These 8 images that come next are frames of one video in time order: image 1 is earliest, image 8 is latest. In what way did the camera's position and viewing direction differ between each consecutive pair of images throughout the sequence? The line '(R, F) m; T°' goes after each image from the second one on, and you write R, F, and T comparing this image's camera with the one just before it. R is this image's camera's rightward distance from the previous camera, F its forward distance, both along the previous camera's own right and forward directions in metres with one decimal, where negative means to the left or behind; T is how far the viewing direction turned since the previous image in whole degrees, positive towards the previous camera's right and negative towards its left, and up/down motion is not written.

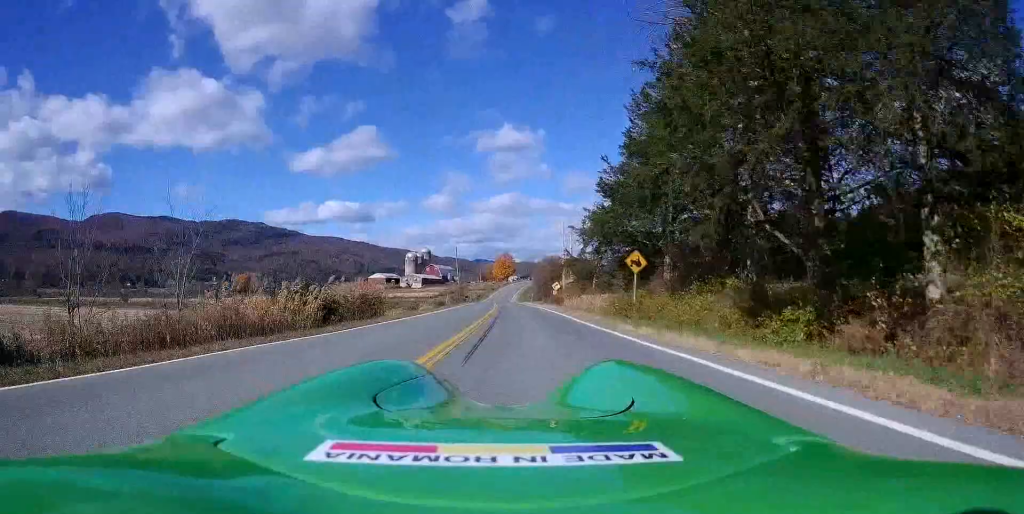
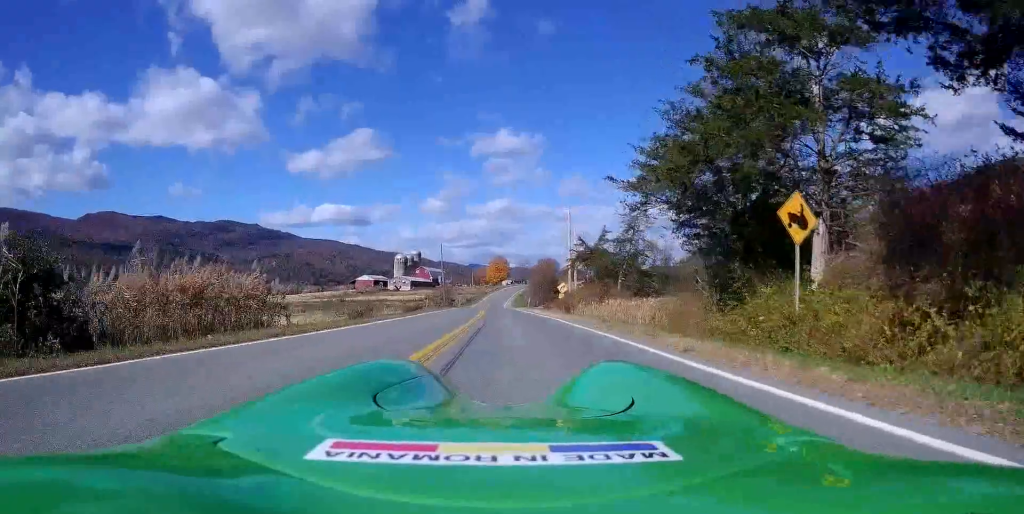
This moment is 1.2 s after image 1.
(-0.1, +16.1) m; -1°
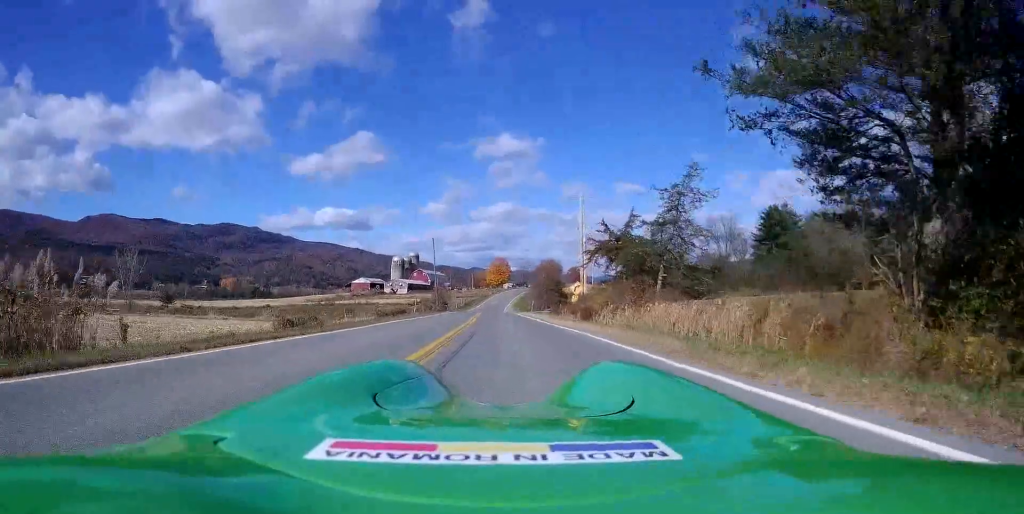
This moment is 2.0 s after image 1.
(0.0, +10.5) m; 0°
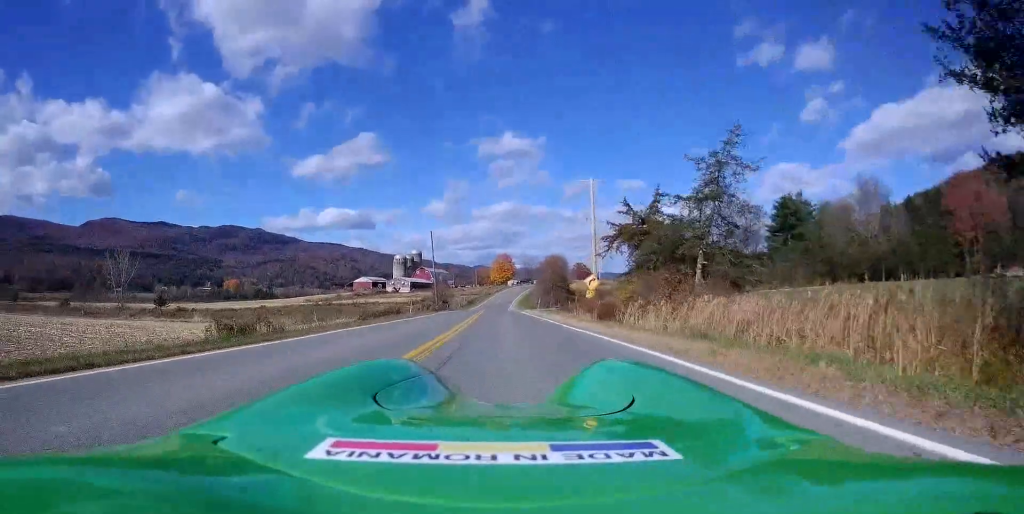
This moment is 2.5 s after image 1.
(+0.1, +6.1) m; 0°
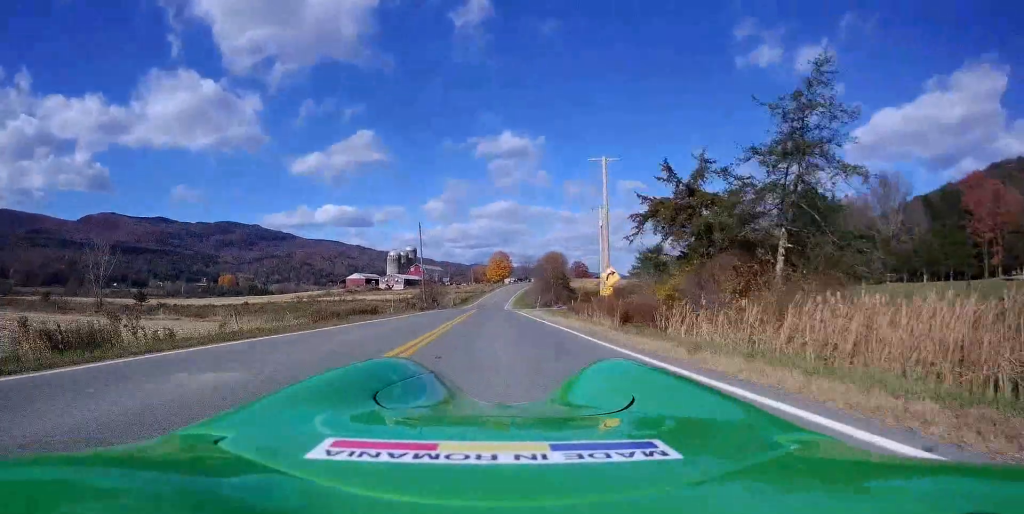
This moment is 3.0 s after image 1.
(-0.1, +7.7) m; 0°
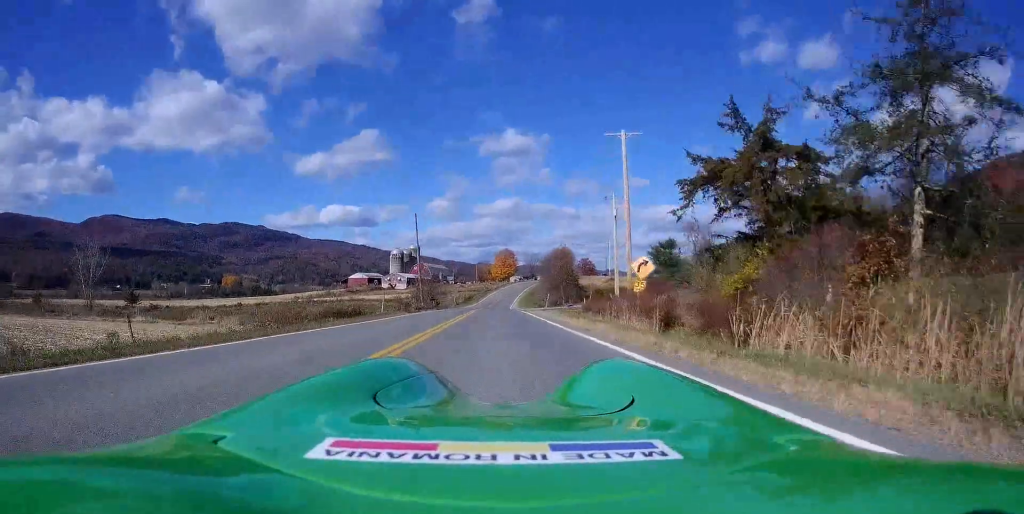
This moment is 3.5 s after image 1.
(-0.2, +6.0) m; 0°
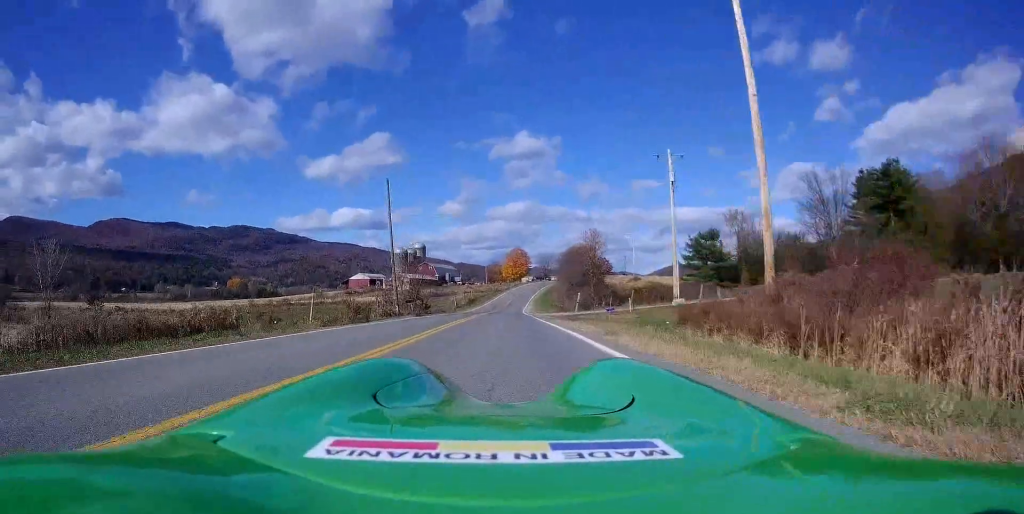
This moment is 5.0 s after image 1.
(+0.2, +19.1) m; -1°
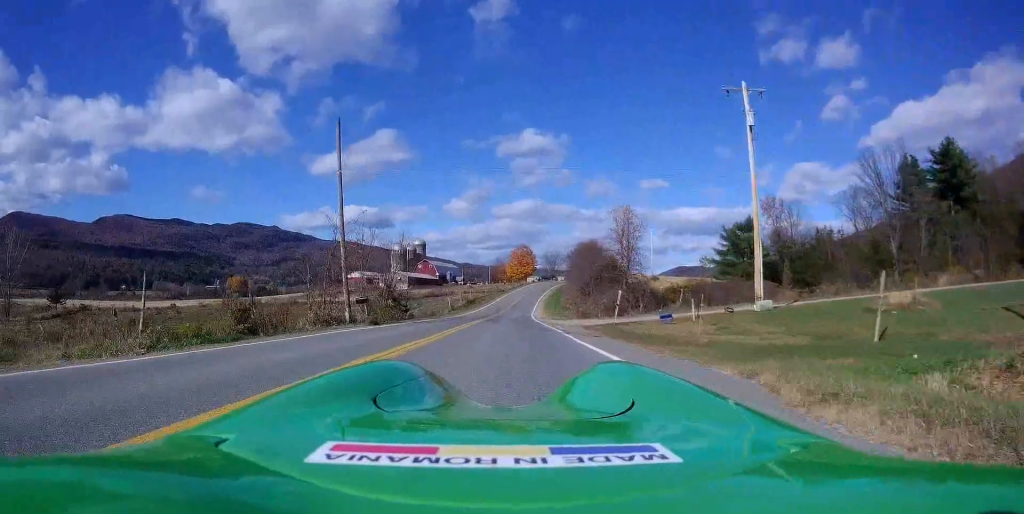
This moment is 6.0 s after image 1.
(-0.4, +13.9) m; -2°
